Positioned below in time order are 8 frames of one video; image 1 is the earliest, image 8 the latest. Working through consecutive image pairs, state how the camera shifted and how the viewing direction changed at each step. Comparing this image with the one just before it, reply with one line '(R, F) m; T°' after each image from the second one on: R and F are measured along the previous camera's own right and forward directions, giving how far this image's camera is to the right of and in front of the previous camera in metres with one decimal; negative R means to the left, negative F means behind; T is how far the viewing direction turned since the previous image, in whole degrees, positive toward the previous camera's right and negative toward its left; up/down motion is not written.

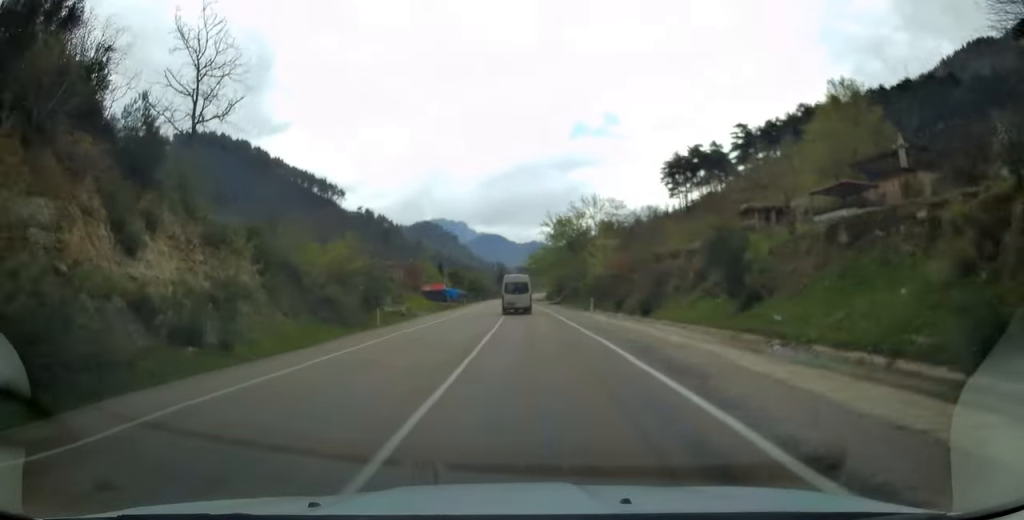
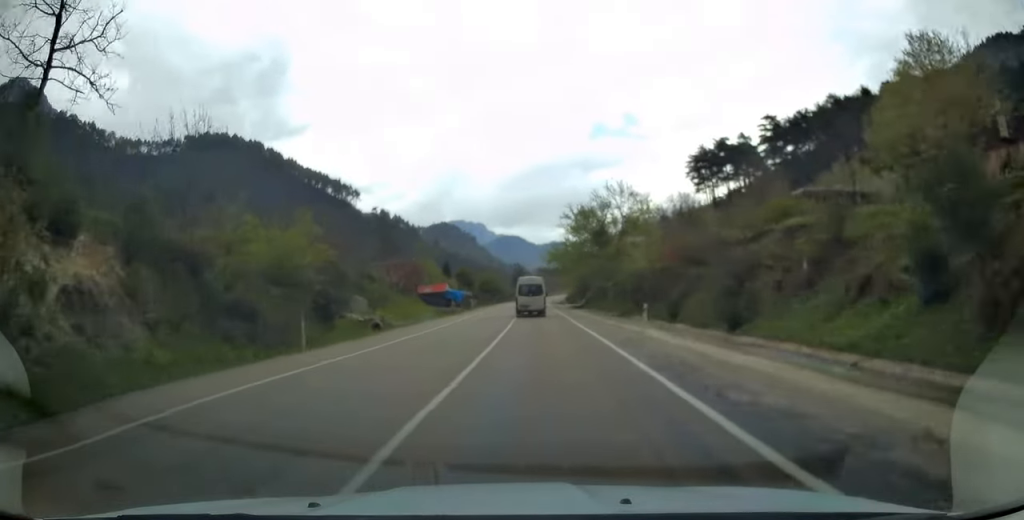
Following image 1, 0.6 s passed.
(0.0, +12.3) m; -2°
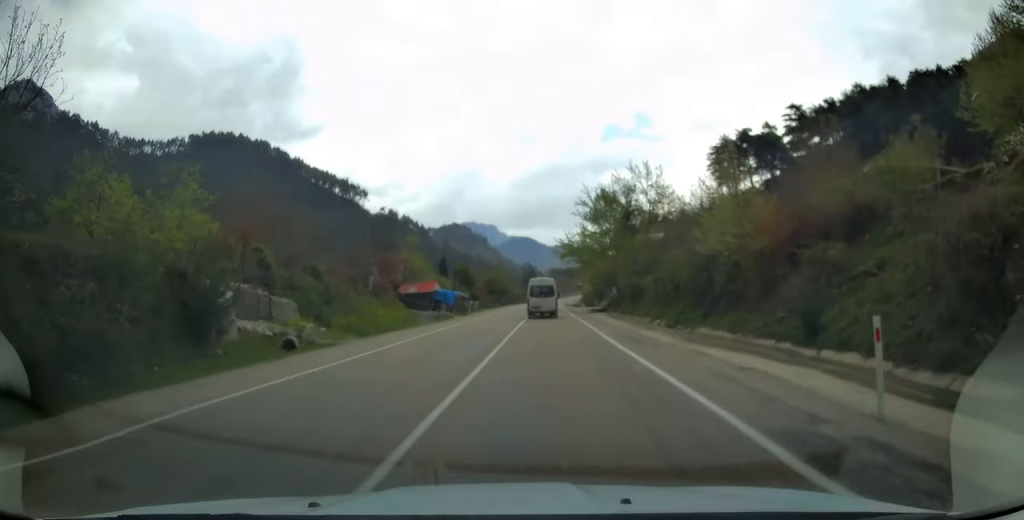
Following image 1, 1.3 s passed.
(-0.3, +13.9) m; -1°
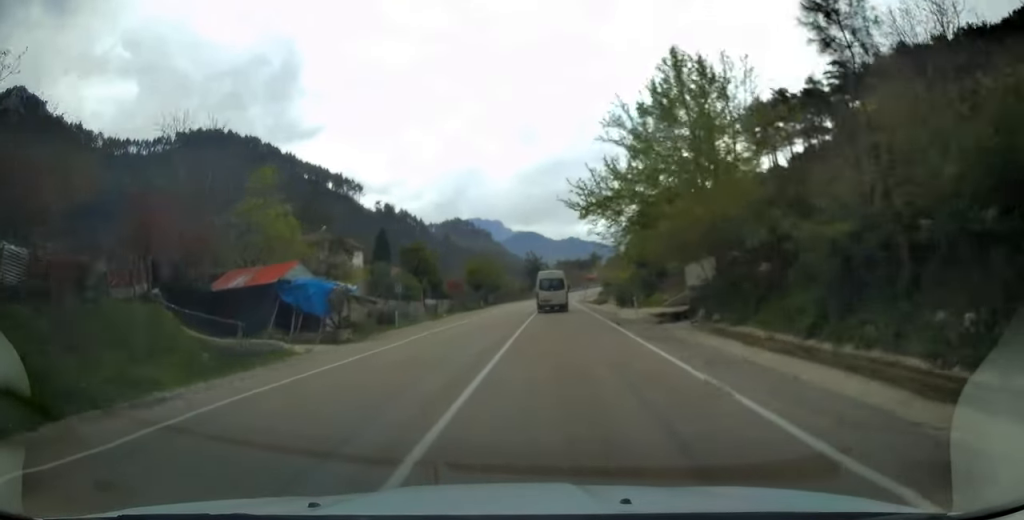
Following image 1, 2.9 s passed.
(-0.3, +33.4) m; 0°
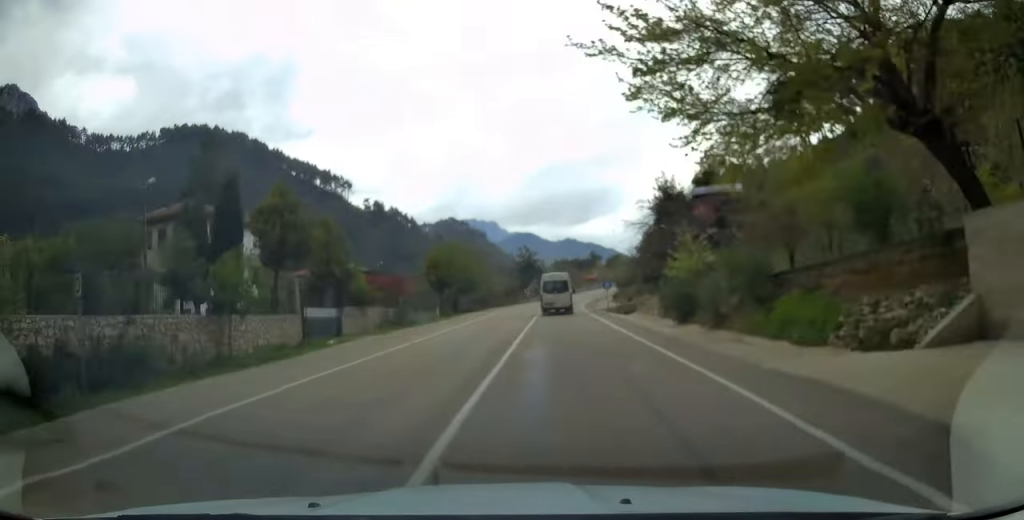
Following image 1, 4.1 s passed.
(+0.1, +24.9) m; +1°
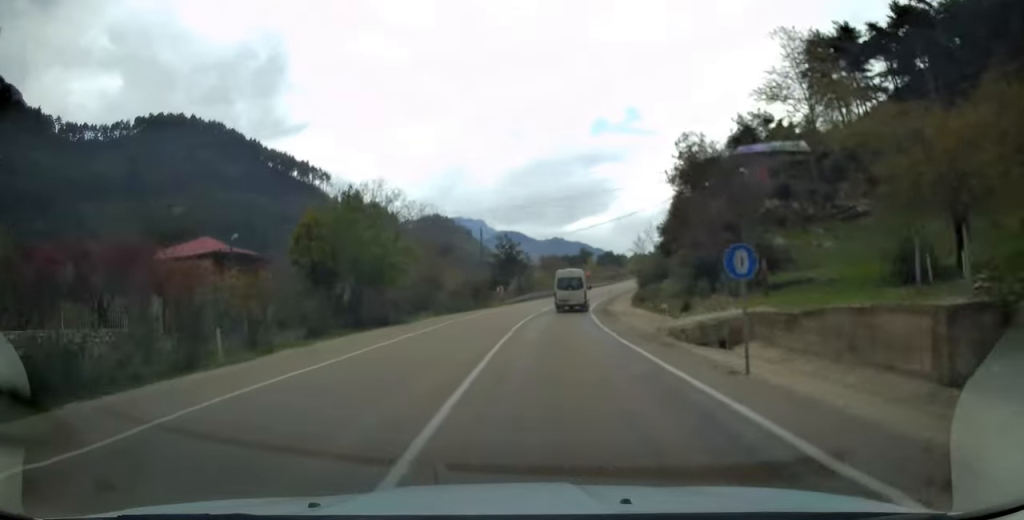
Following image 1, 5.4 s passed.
(+0.3, +27.2) m; +1°
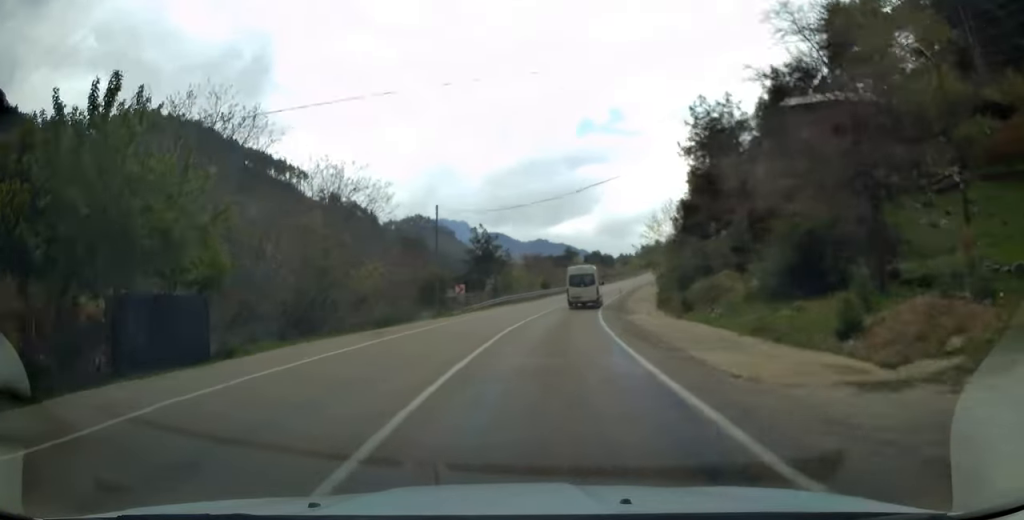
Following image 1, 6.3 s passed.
(+0.1, +17.7) m; +1°
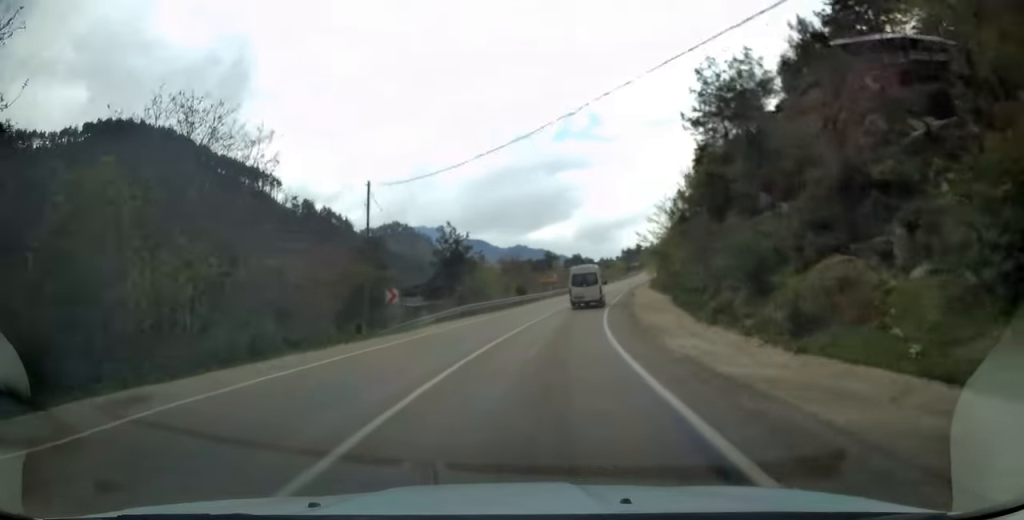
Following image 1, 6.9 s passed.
(+0.1, +13.0) m; +2°
